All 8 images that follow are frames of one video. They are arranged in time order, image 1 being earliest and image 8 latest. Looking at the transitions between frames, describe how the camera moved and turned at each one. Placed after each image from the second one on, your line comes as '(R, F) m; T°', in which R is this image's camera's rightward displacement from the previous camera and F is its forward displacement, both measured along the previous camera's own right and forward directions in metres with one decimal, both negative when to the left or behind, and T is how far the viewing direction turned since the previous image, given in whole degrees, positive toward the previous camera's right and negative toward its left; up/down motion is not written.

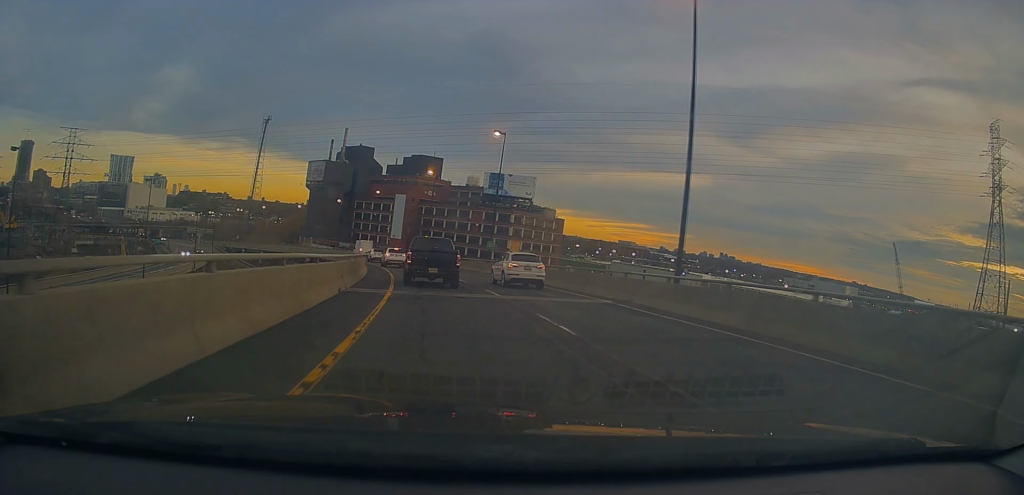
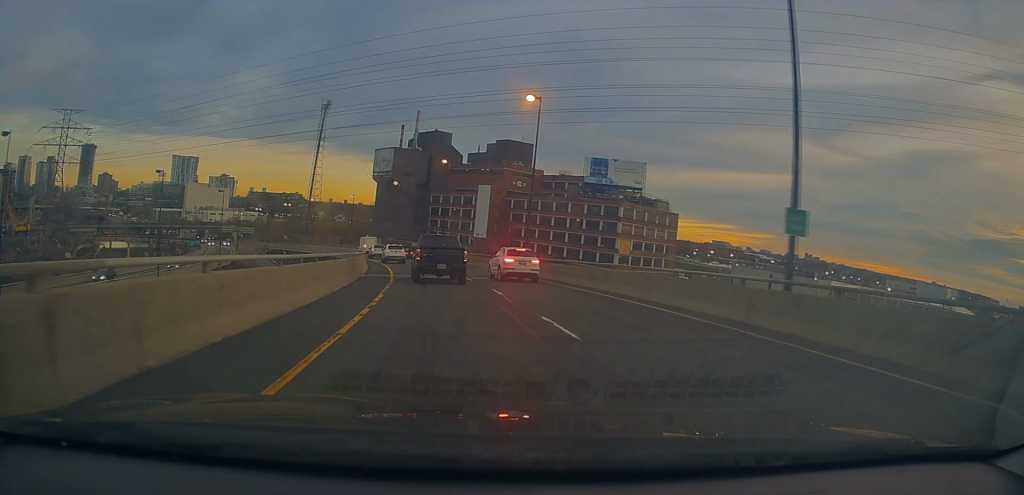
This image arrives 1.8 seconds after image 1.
(-3.9, +35.9) m; -10°
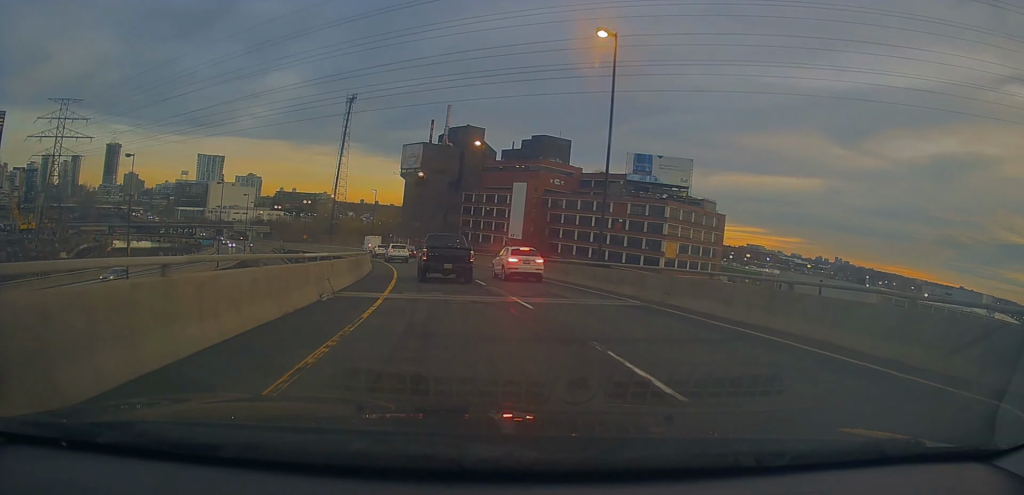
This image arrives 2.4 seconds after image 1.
(-0.1, +12.5) m; -2°
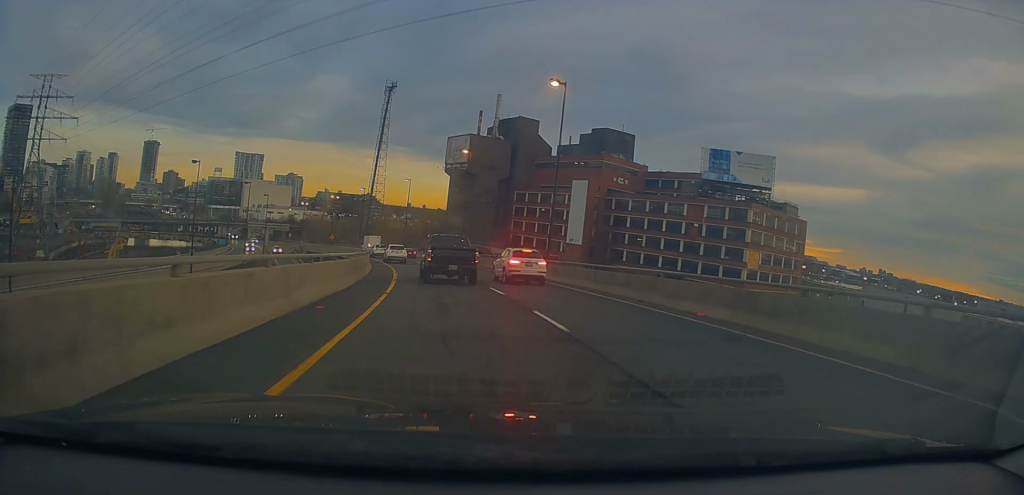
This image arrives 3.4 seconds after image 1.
(-0.7, +21.9) m; -6°
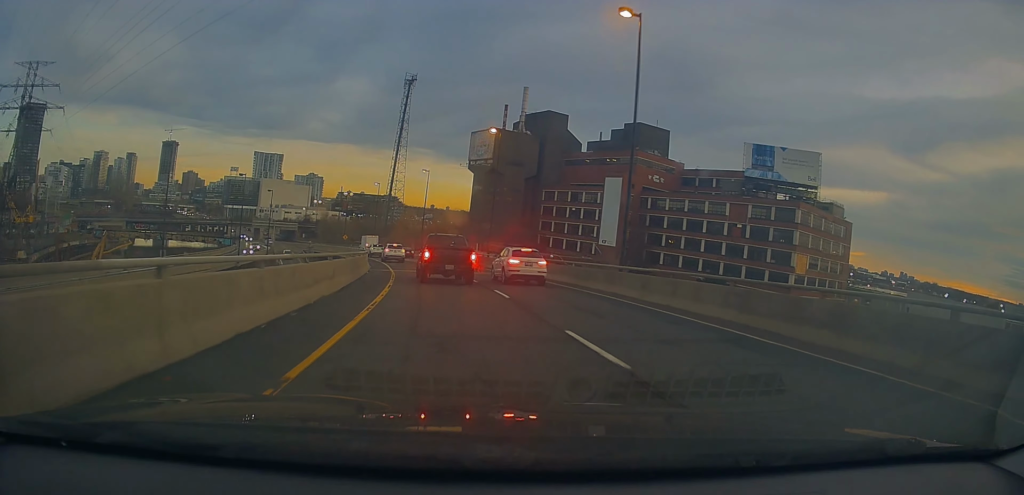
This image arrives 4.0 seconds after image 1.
(-0.7, +11.4) m; -3°
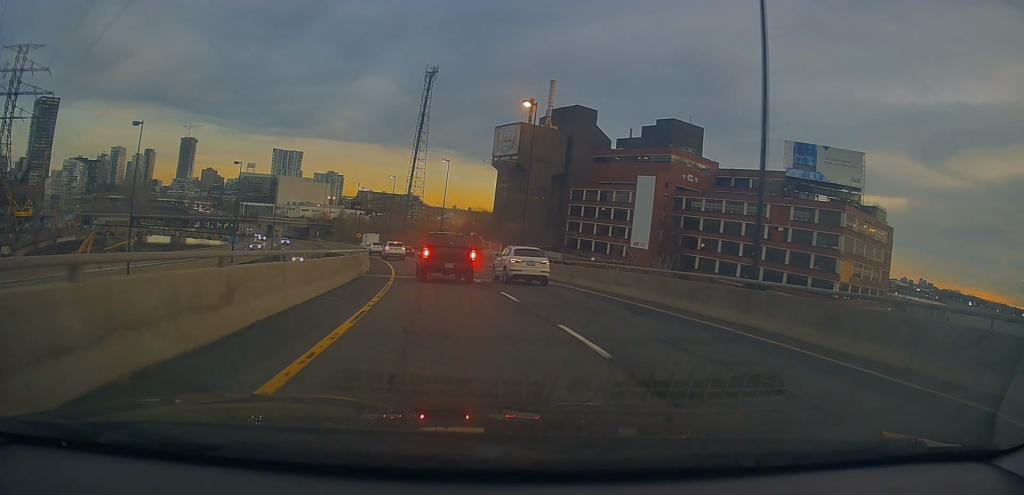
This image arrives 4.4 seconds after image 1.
(-0.2, +9.3) m; -2°
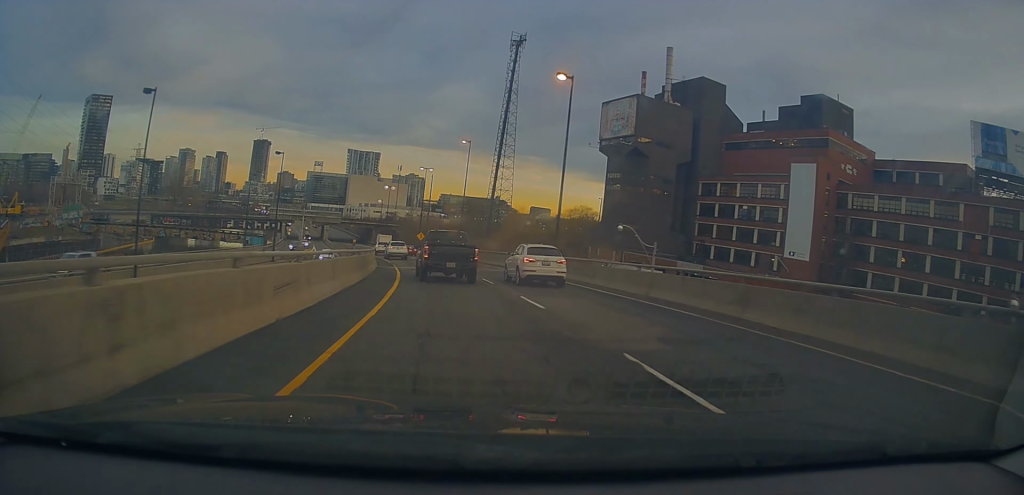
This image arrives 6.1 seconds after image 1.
(-1.8, +37.2) m; -8°
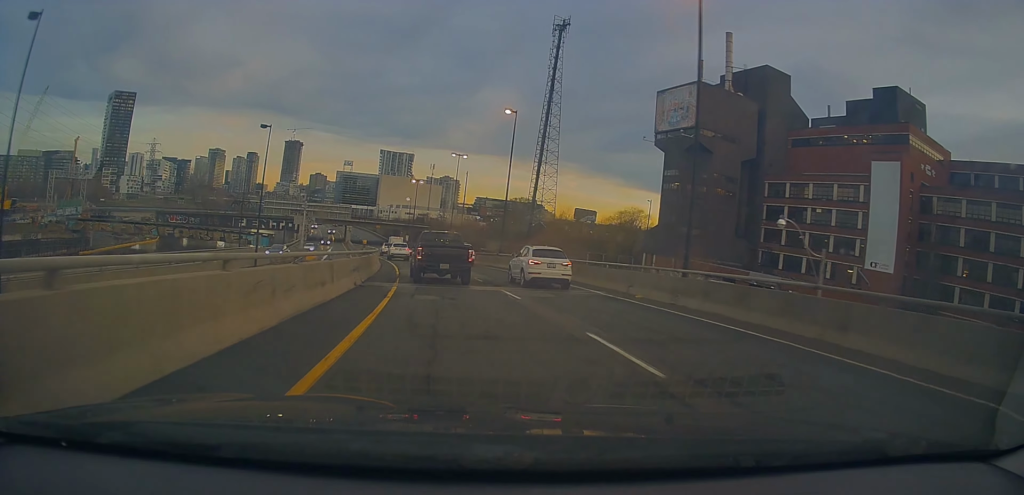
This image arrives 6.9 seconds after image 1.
(-0.8, +15.4) m; -4°
